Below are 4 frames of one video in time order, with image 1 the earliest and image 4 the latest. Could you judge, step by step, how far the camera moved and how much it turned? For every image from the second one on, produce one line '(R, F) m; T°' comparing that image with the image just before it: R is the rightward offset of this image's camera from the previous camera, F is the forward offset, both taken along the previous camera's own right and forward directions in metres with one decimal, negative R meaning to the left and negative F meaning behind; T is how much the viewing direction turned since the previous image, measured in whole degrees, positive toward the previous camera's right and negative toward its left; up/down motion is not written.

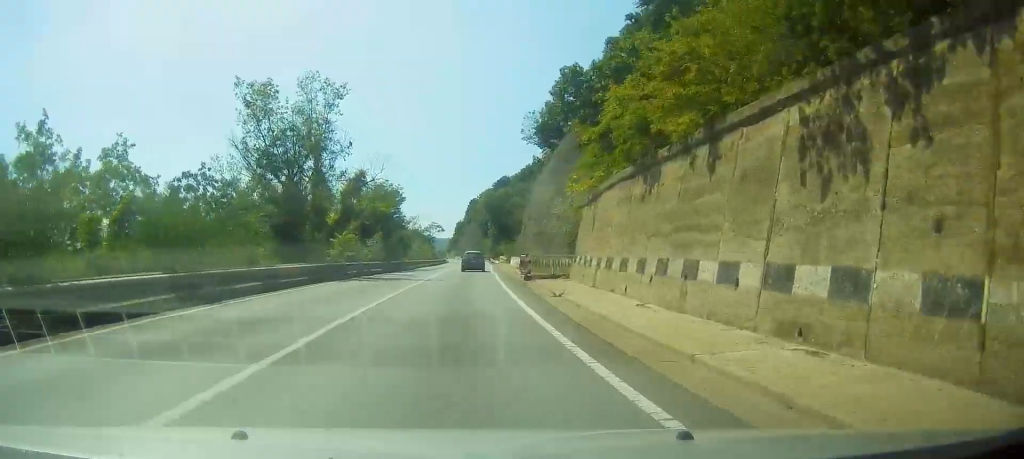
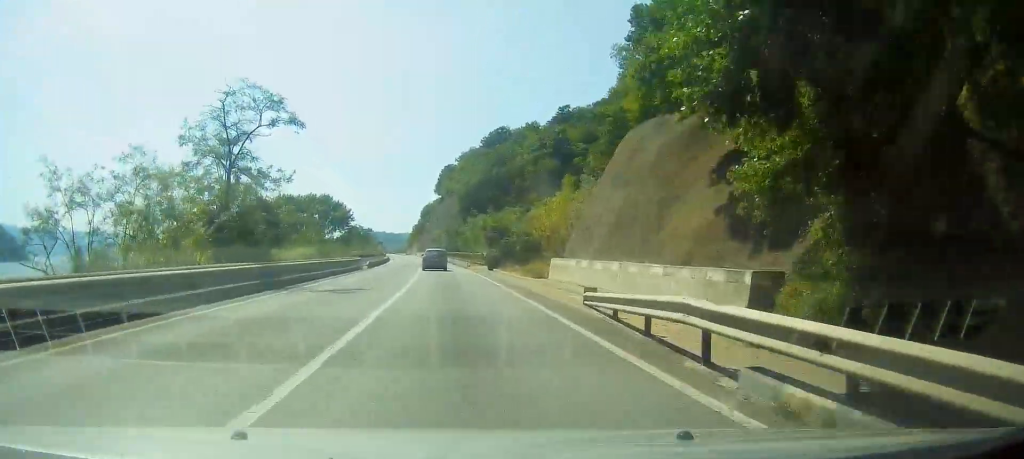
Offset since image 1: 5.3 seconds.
(+3.0, +101.1) m; +1°
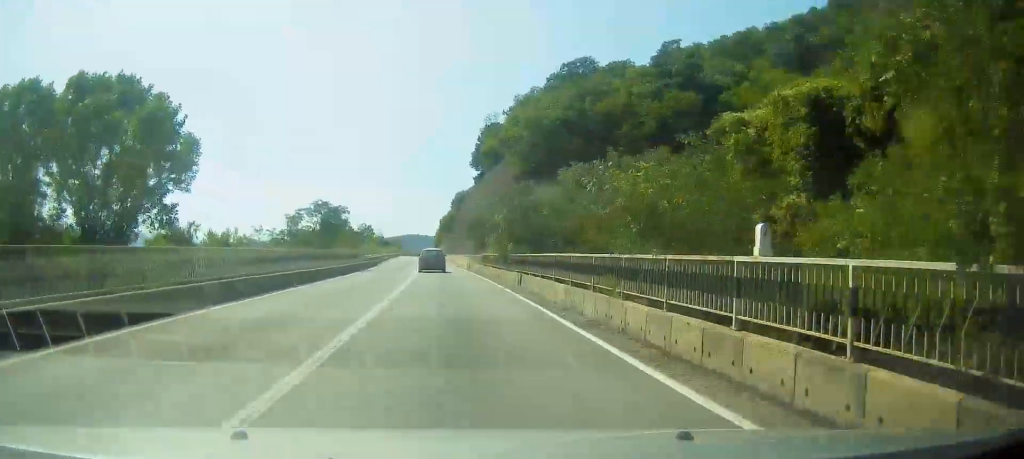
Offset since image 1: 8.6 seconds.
(-1.7, +62.0) m; -3°
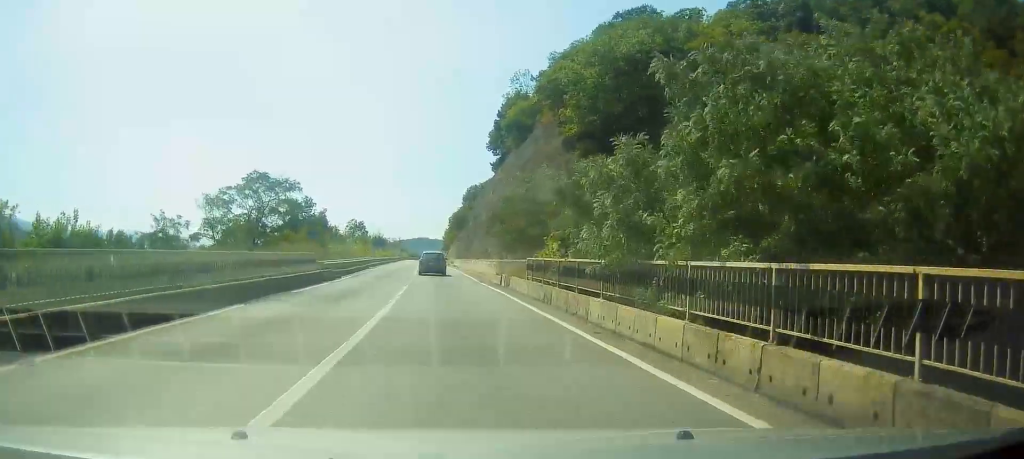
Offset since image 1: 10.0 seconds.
(0.0, +24.8) m; -1°
